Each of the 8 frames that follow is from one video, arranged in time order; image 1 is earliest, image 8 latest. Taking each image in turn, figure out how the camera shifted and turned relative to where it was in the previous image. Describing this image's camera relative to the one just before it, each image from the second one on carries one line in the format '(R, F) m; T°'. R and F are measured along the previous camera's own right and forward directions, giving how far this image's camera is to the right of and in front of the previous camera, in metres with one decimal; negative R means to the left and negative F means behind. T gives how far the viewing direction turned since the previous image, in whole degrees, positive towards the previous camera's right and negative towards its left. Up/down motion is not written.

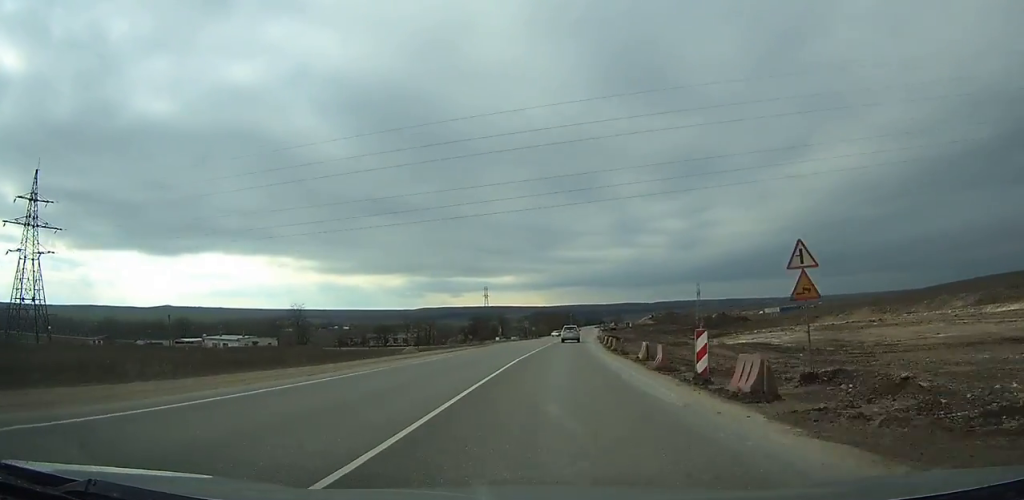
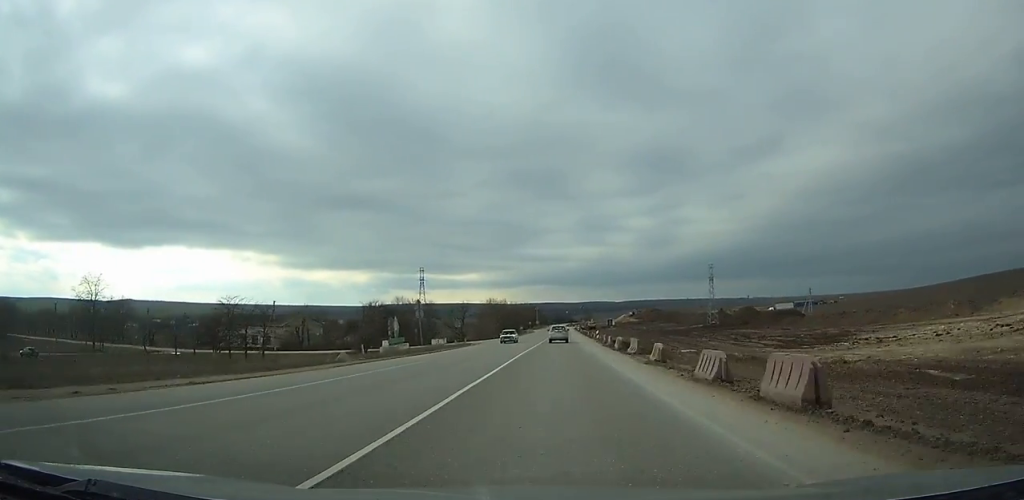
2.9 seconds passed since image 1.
(+1.9, +71.4) m; +2°
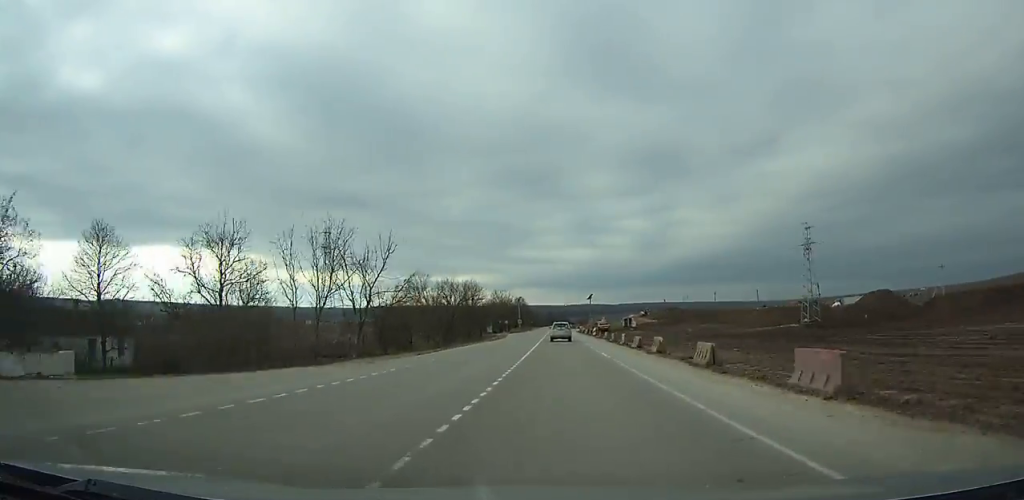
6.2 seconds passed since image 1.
(+0.8, +79.4) m; 0°
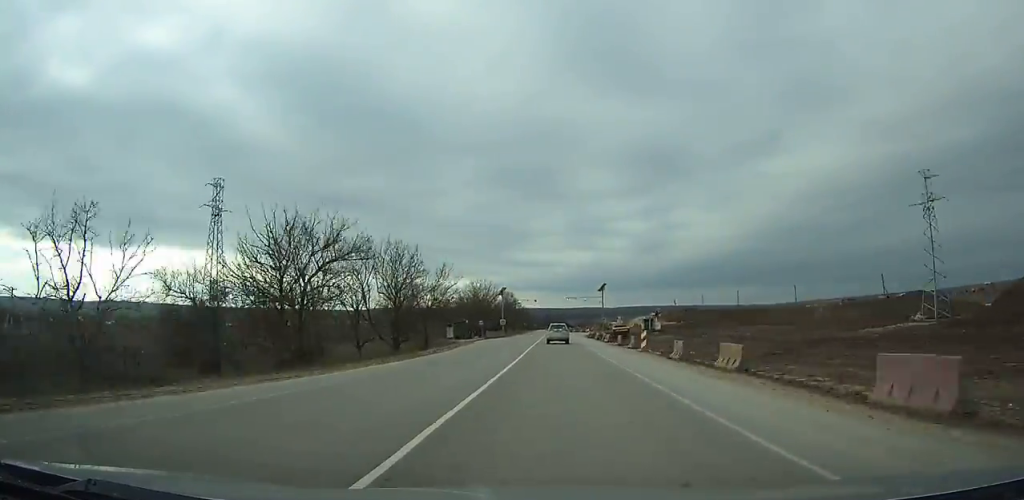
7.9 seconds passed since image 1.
(-0.2, +41.7) m; 0°
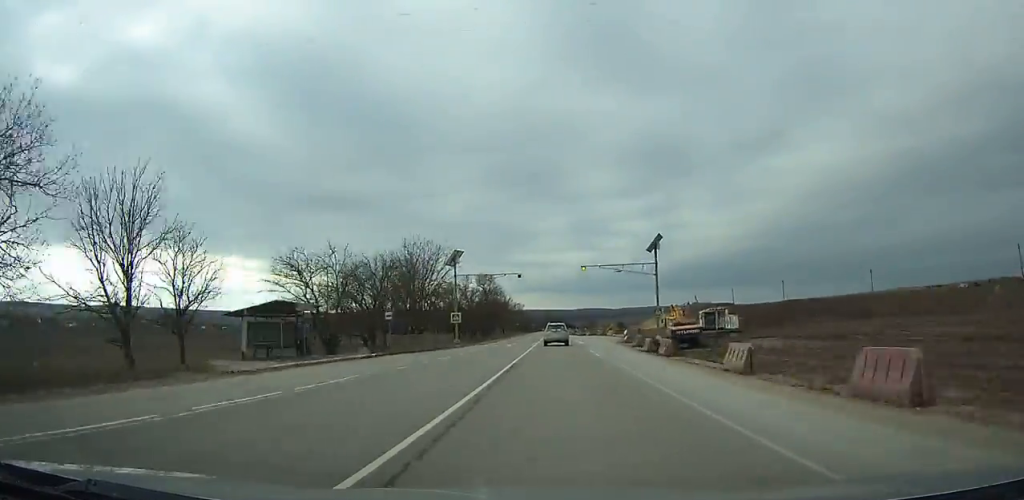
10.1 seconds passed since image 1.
(+0.2, +50.8) m; 0°
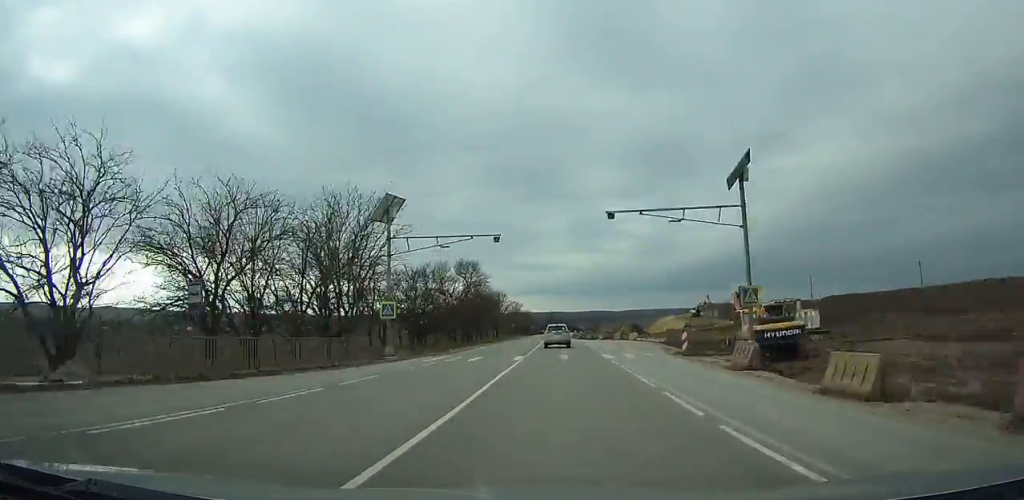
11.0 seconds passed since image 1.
(0.0, +21.9) m; 0°
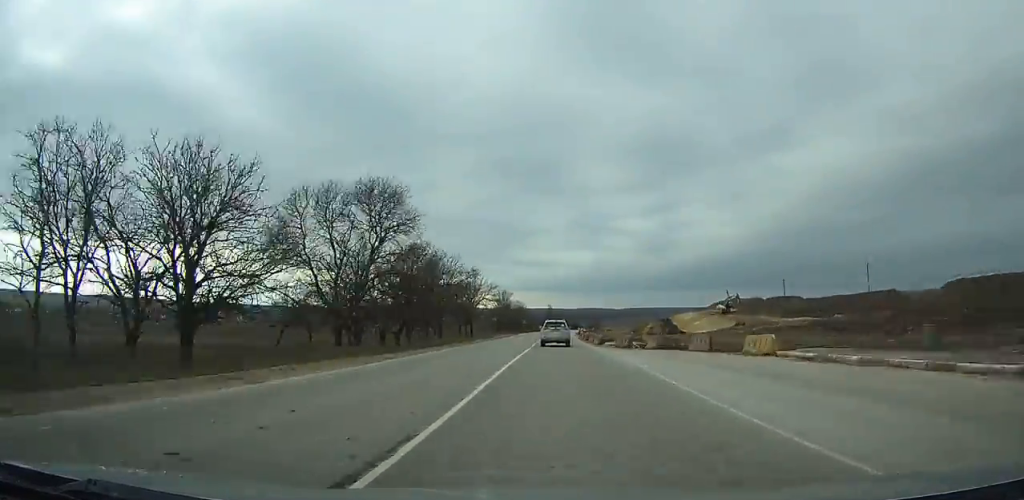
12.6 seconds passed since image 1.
(-0.1, +37.4) m; 0°
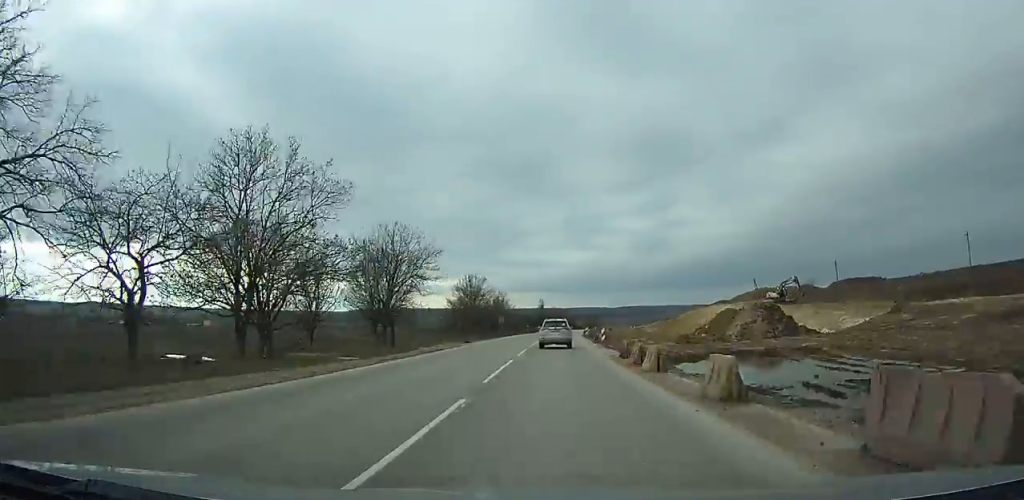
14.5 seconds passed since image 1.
(+0.1, +44.6) m; +1°
